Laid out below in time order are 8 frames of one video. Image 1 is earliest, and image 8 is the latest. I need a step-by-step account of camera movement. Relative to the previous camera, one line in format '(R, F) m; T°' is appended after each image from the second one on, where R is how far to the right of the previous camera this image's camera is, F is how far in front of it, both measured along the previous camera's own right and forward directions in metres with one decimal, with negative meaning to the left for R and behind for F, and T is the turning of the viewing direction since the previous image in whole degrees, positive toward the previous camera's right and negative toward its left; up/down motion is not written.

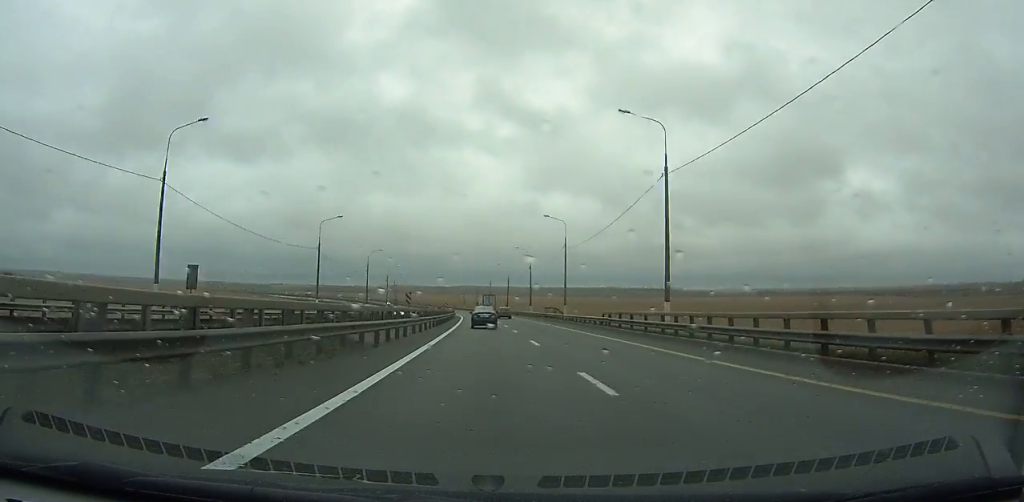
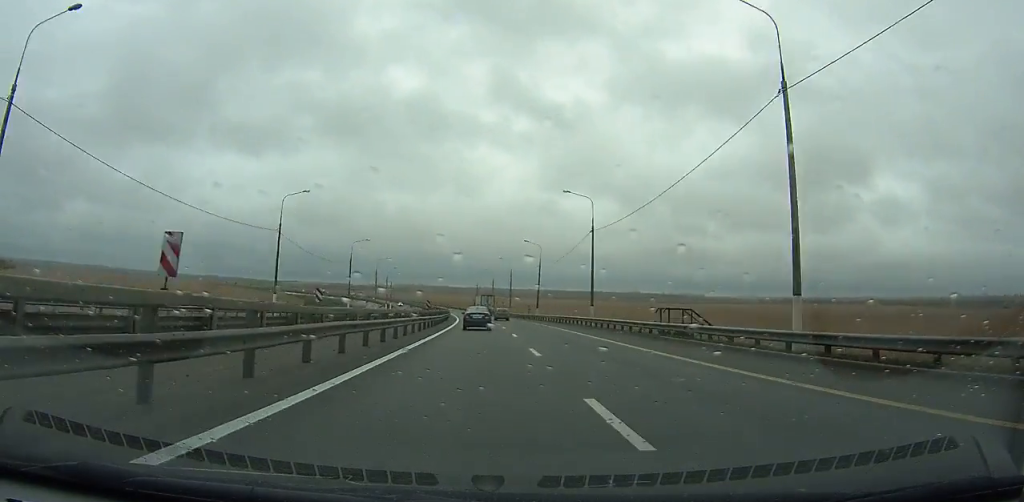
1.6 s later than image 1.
(+0.6, +47.4) m; -1°
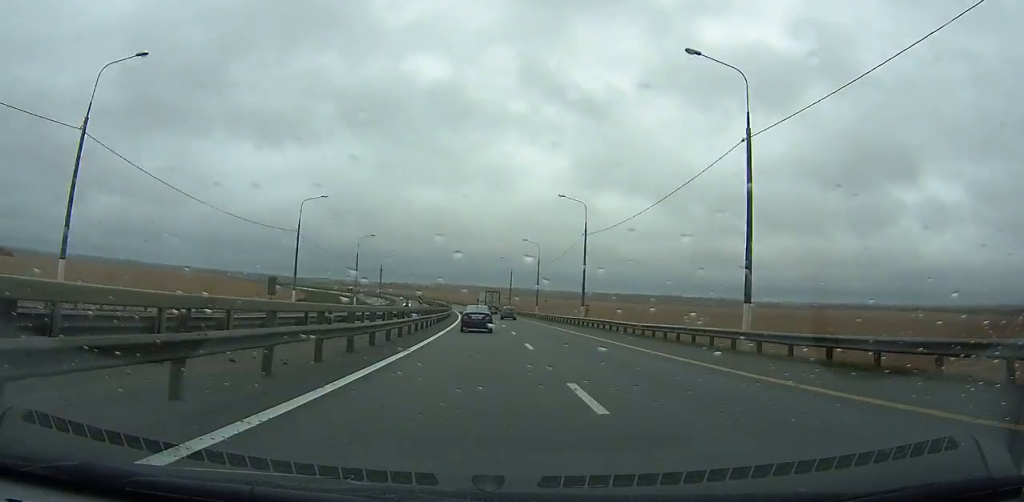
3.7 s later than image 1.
(-1.6, +63.6) m; -3°
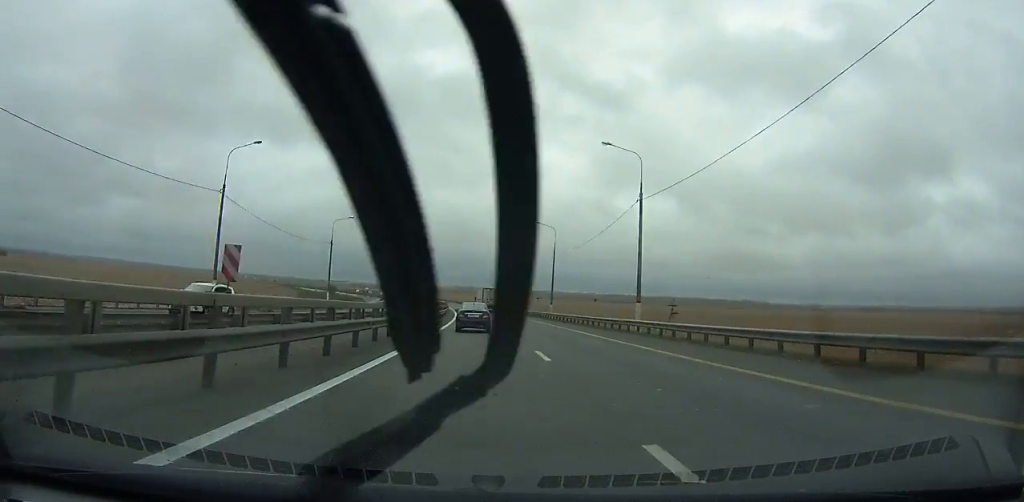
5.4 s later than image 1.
(-0.8, +51.7) m; -2°
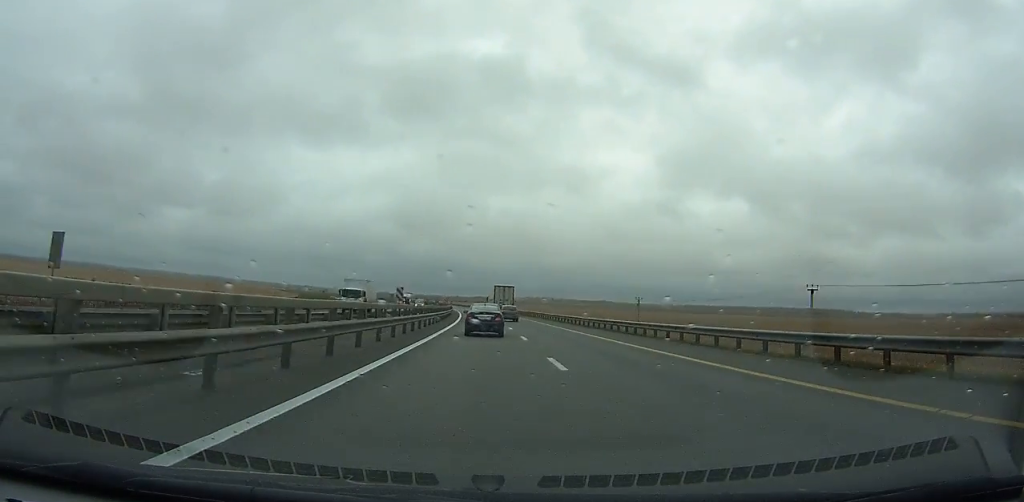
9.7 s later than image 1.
(-7.6, +132.3) m; -7°
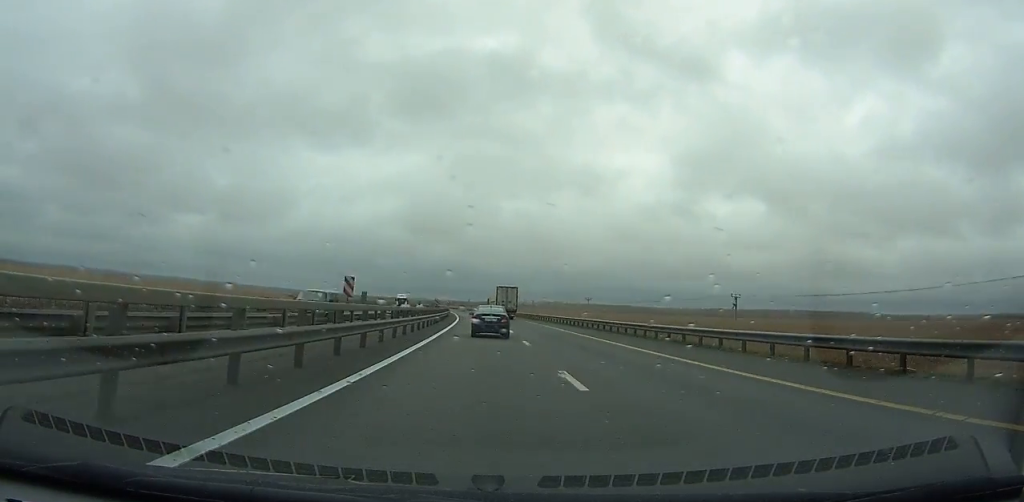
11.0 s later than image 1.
(-0.3, +40.5) m; -2°
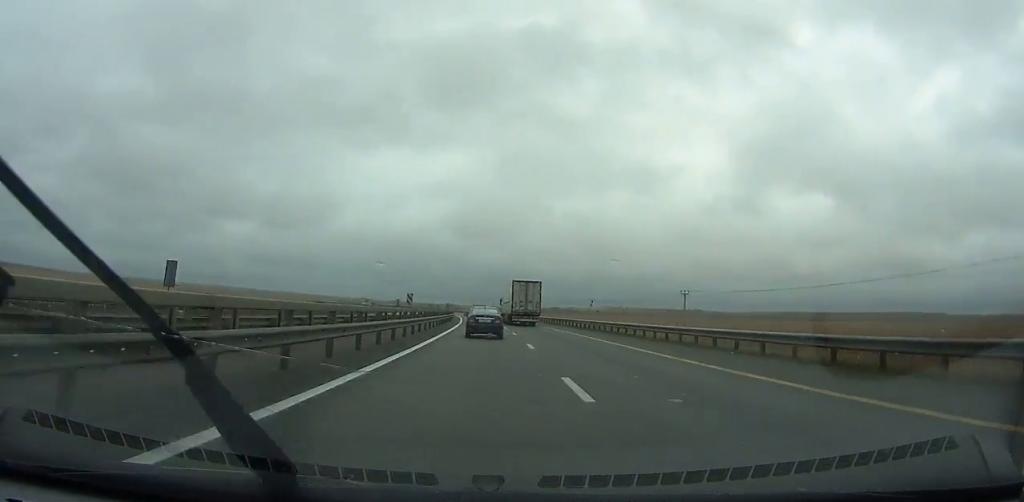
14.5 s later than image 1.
(-5.8, +110.7) m; -6°
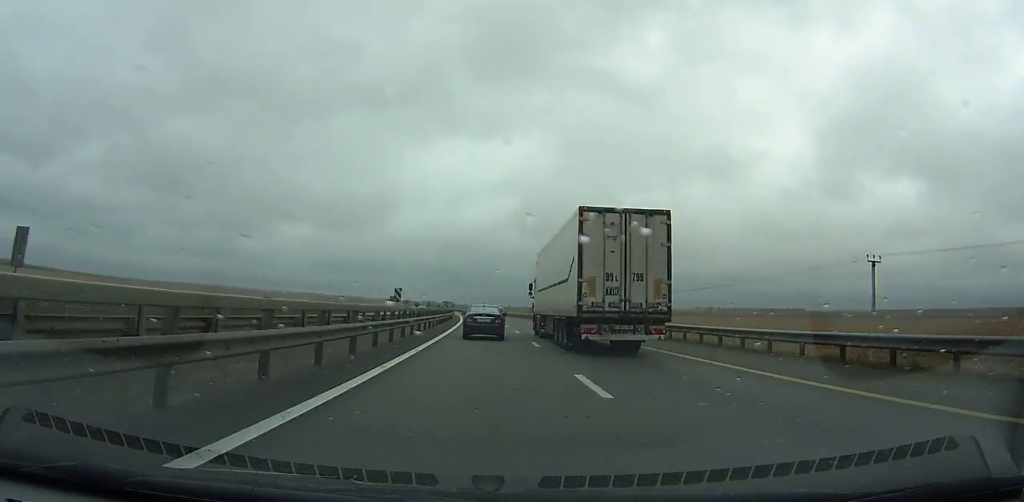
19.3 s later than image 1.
(-10.4, +154.7) m; -7°
